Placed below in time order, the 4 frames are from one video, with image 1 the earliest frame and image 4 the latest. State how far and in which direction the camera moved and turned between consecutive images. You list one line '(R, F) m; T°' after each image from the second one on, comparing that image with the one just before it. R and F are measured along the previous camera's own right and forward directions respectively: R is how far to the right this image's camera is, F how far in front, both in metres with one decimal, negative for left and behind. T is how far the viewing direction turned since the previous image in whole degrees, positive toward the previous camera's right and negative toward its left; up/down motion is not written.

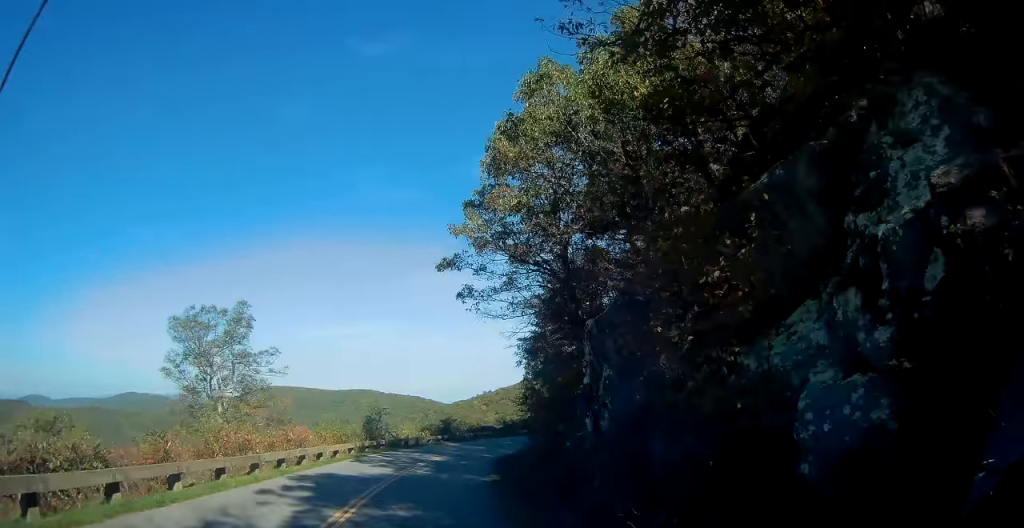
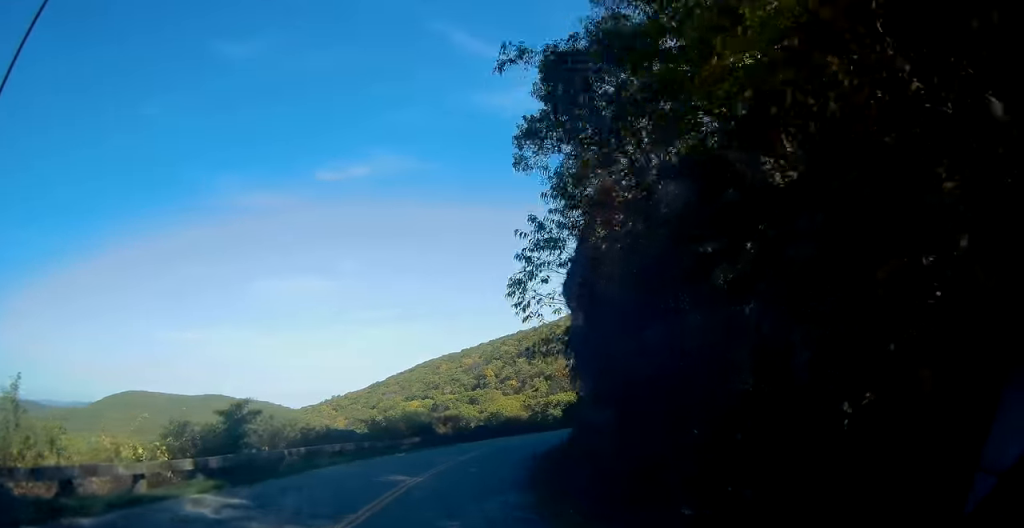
(+4.2, +38.1) m; +15°
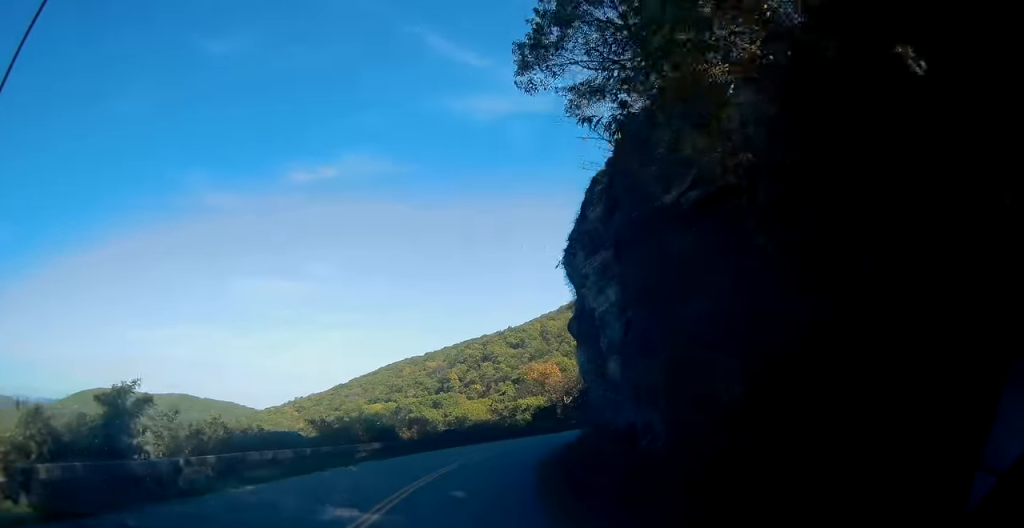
(+0.2, +7.3) m; +3°
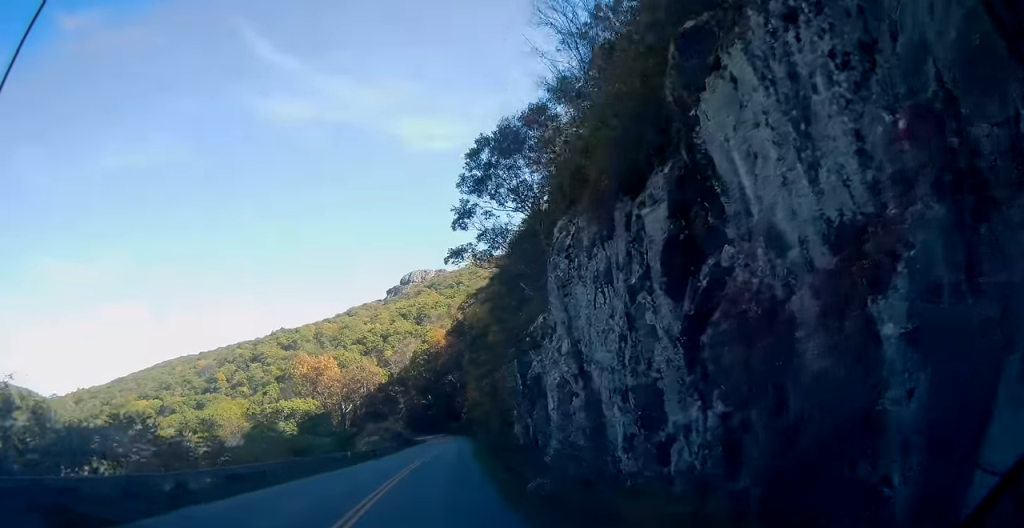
(+8.7, +41.6) m; +21°
